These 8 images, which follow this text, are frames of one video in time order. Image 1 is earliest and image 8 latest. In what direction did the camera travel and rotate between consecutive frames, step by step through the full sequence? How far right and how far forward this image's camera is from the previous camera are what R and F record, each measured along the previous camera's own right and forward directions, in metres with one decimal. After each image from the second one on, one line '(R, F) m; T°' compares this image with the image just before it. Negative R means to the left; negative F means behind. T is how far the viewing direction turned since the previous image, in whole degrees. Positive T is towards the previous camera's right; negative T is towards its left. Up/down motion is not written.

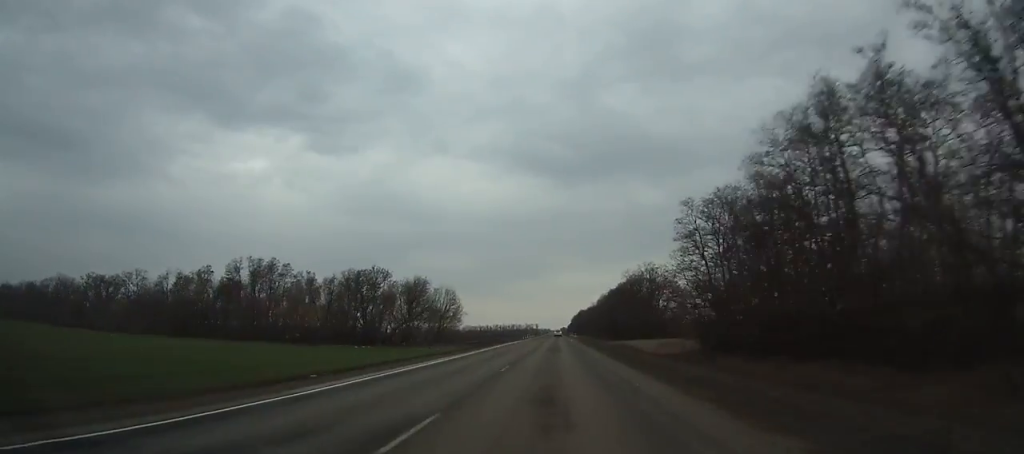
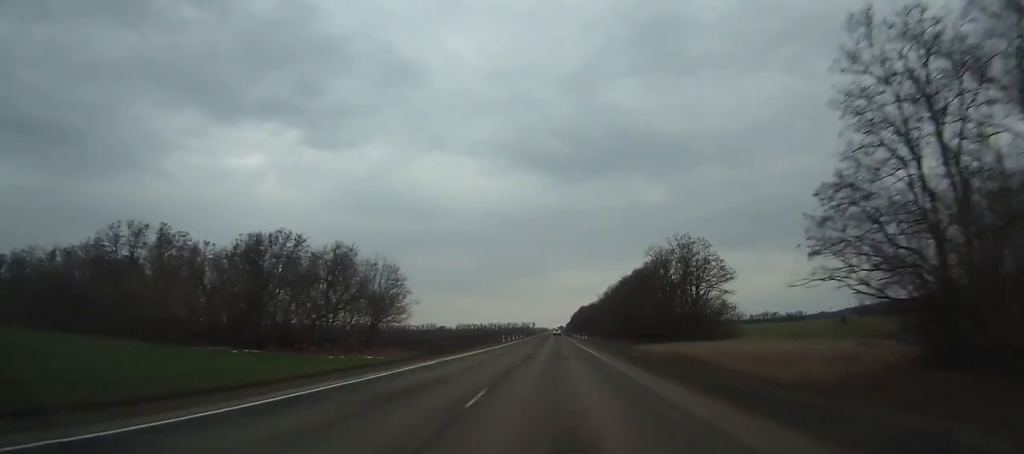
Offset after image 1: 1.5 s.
(0.0, +44.2) m; 0°
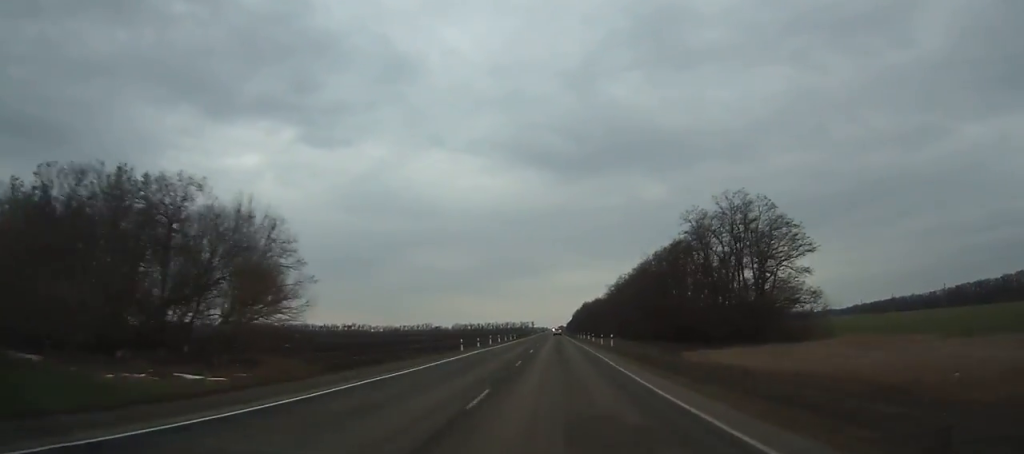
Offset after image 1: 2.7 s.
(+0.1, +35.0) m; 0°
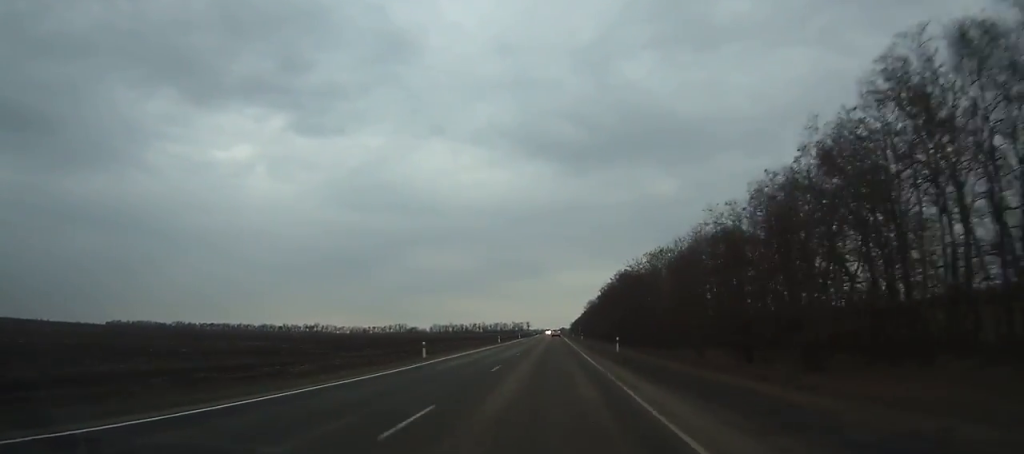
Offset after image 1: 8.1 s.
(-0.4, +156.2) m; 0°
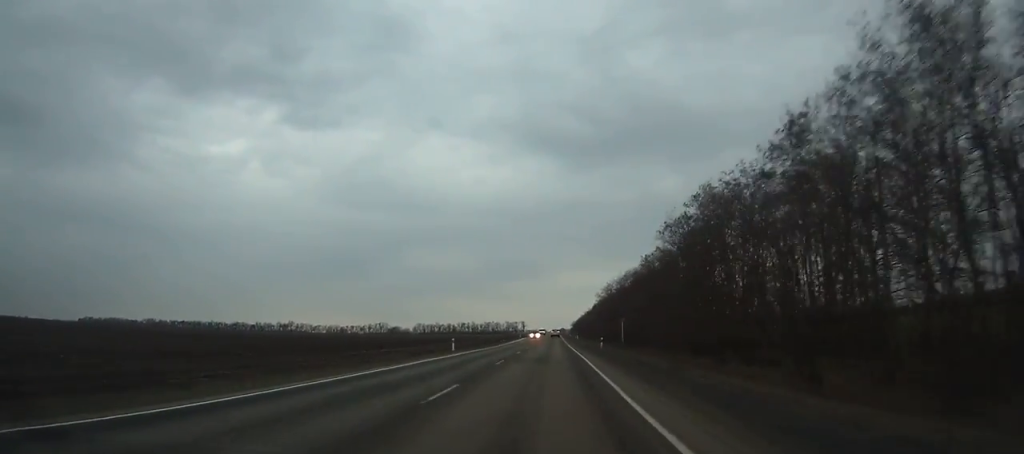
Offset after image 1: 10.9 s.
(0.0, +79.7) m; 0°
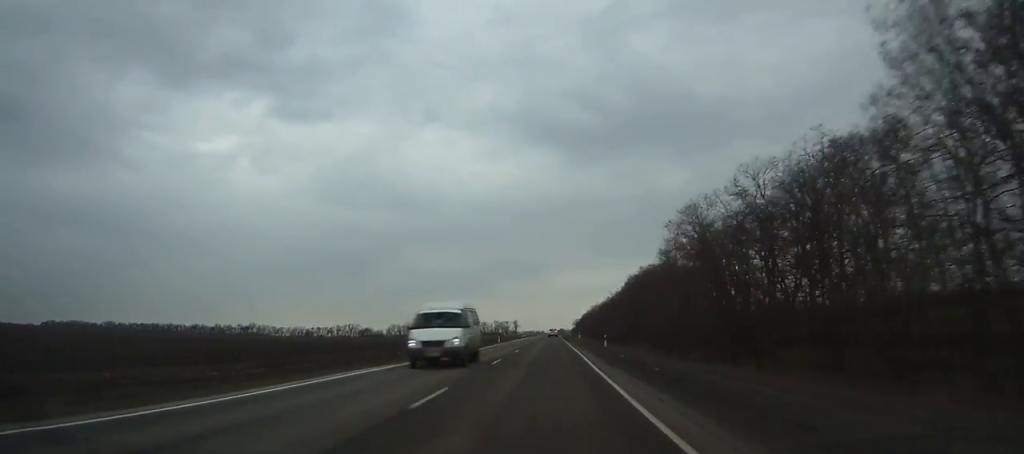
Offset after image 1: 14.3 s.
(-0.3, +95.8) m; 0°
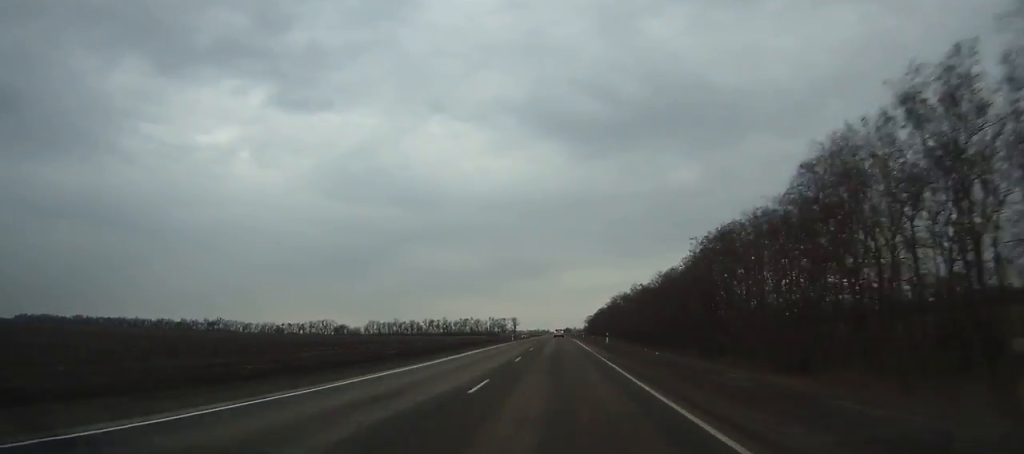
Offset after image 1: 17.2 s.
(-0.2, +81.1) m; 0°
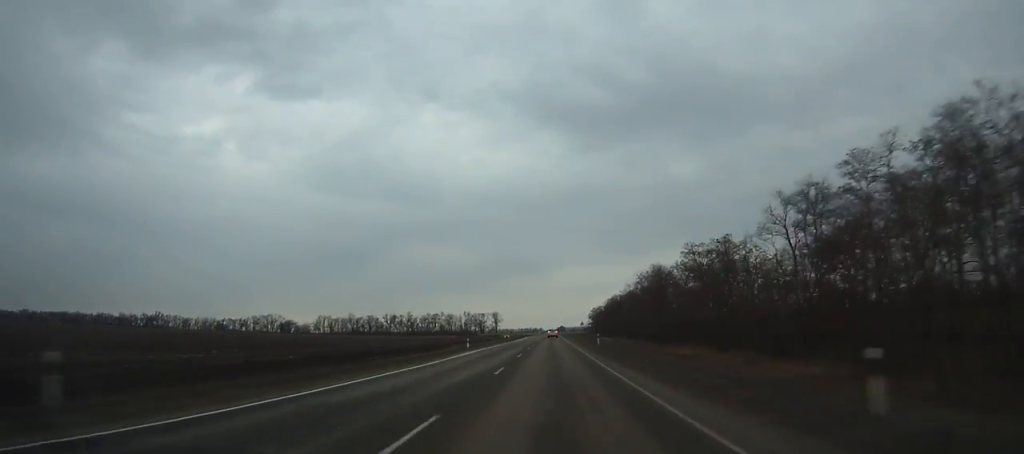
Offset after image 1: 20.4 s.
(+0.2, +89.3) m; 0°
